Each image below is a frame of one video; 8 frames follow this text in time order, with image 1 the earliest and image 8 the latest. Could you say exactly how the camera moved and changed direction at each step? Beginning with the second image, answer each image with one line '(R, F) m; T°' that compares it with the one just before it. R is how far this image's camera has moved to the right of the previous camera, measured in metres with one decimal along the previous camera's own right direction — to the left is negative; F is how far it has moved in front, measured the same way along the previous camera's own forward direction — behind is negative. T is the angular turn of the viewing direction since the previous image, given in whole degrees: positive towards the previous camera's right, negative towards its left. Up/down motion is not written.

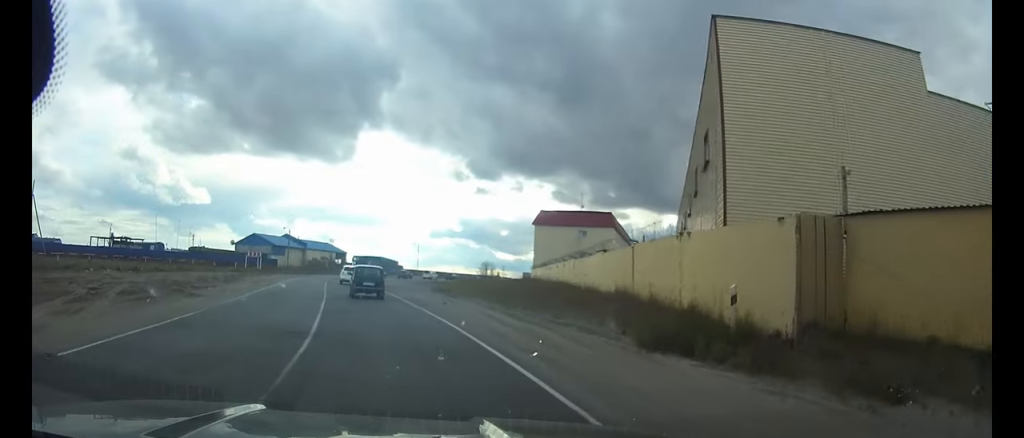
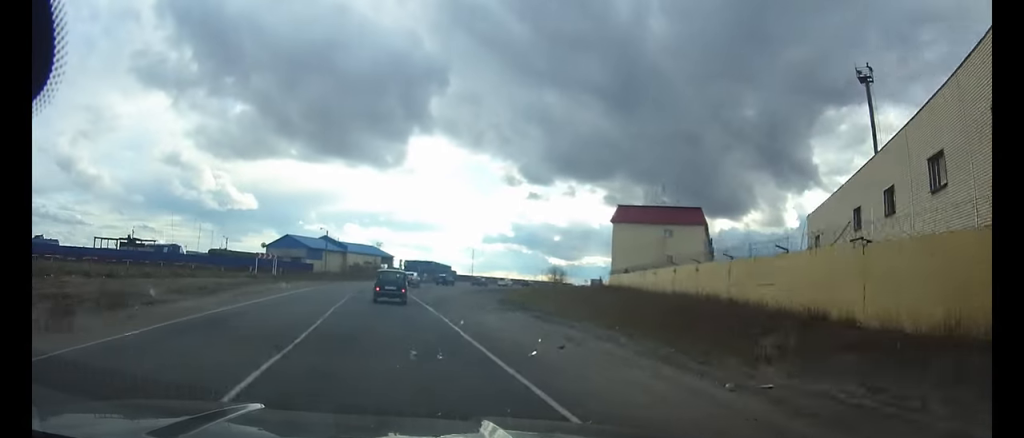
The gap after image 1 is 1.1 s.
(-0.6, +14.0) m; -3°
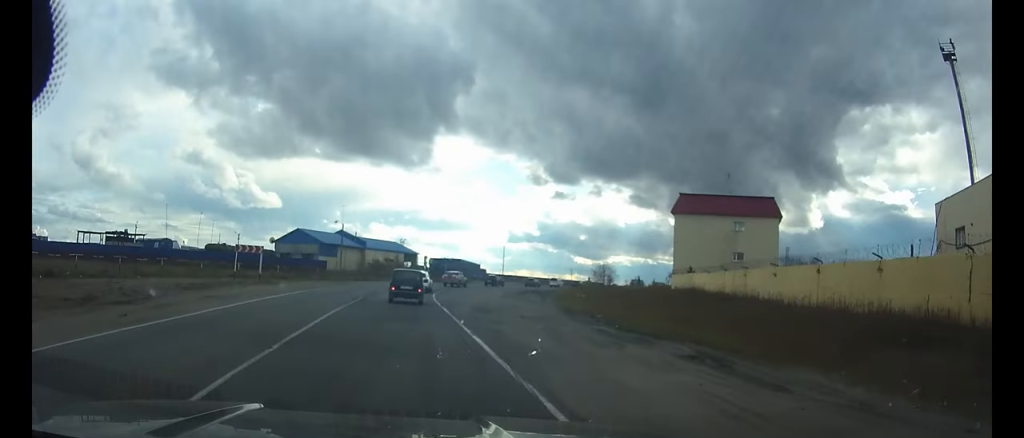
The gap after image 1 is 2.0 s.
(-0.3, +11.7) m; -1°
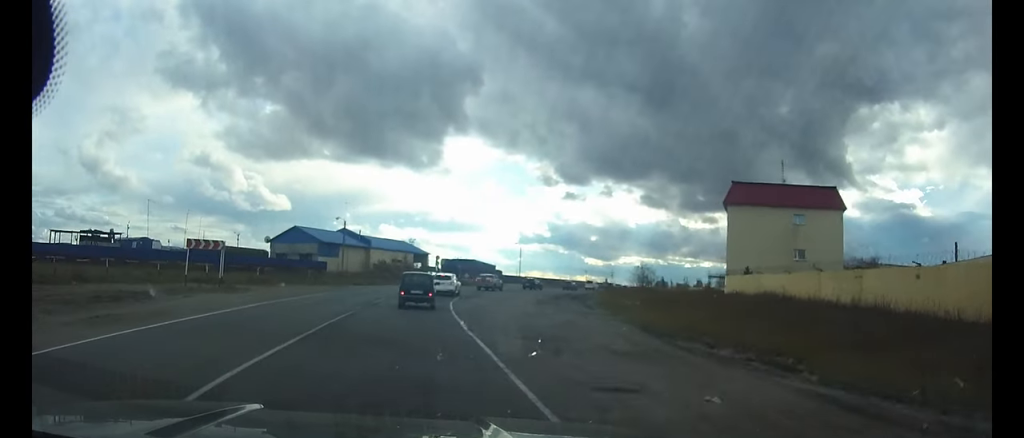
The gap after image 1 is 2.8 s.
(-0.1, +9.8) m; -1°
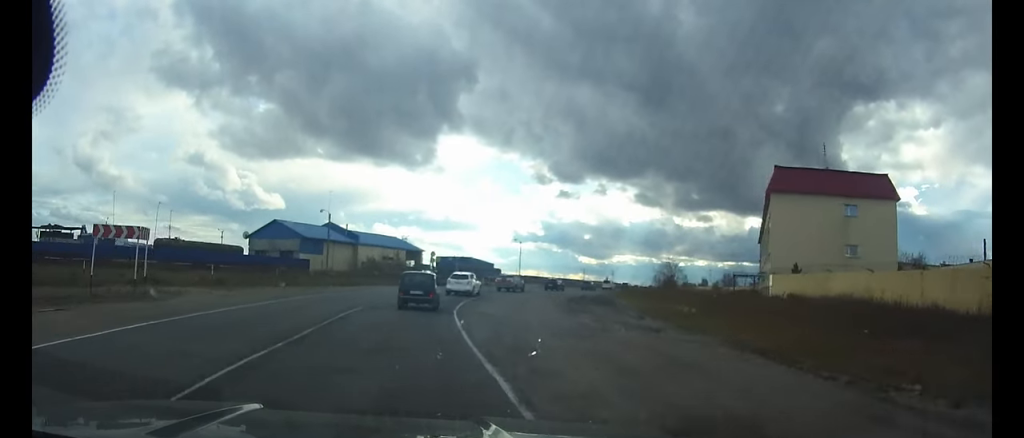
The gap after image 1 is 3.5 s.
(0.0, +8.9) m; +1°
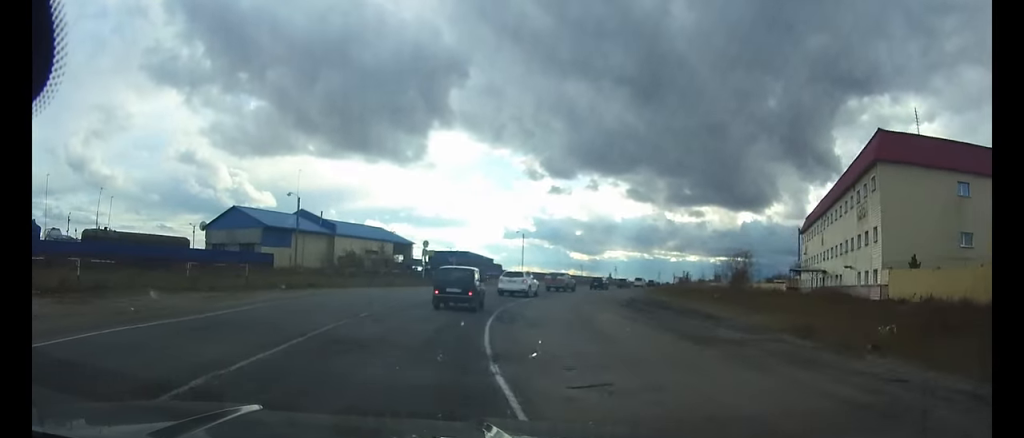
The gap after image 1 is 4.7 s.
(+0.2, +13.8) m; +3°
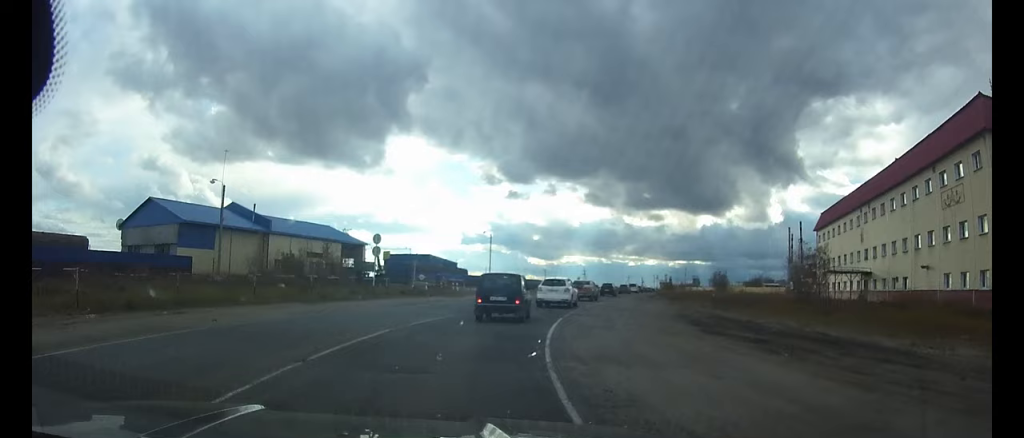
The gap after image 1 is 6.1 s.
(+0.6, +13.3) m; +7°
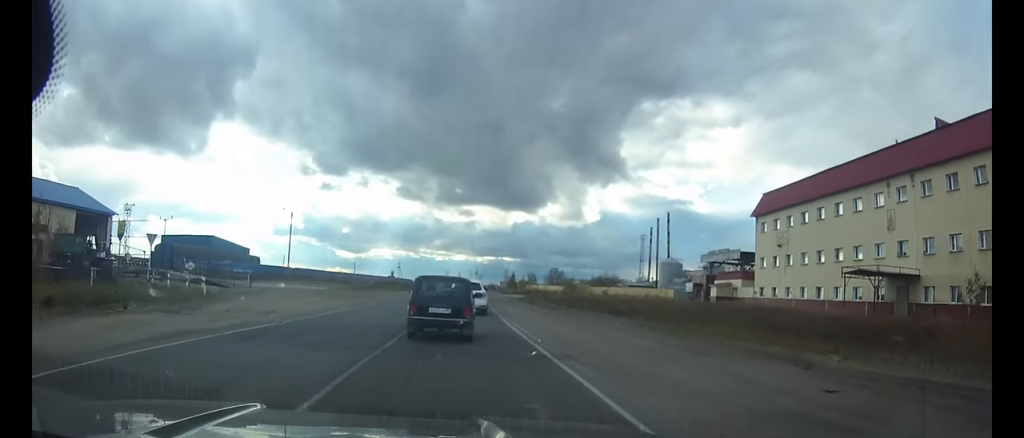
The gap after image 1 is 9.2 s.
(+3.5, +24.9) m; +15°
